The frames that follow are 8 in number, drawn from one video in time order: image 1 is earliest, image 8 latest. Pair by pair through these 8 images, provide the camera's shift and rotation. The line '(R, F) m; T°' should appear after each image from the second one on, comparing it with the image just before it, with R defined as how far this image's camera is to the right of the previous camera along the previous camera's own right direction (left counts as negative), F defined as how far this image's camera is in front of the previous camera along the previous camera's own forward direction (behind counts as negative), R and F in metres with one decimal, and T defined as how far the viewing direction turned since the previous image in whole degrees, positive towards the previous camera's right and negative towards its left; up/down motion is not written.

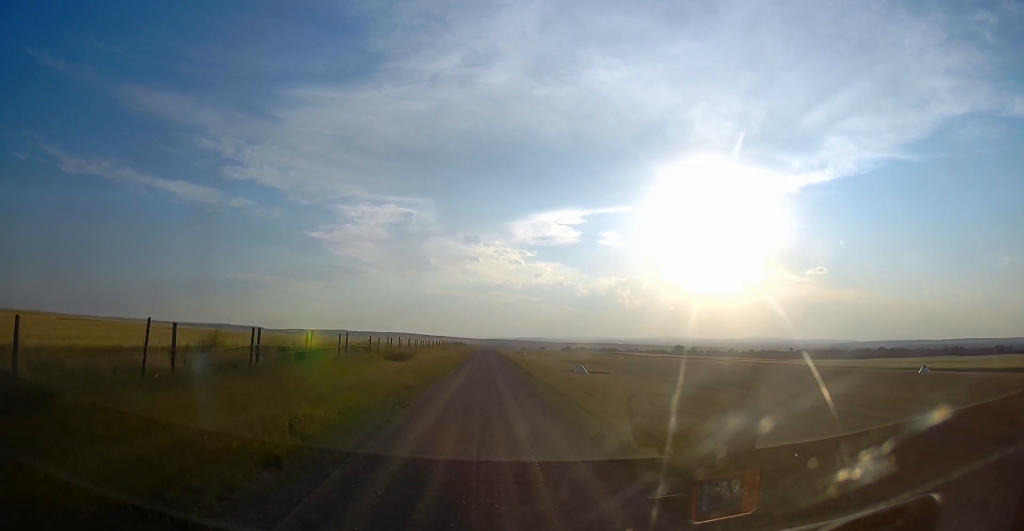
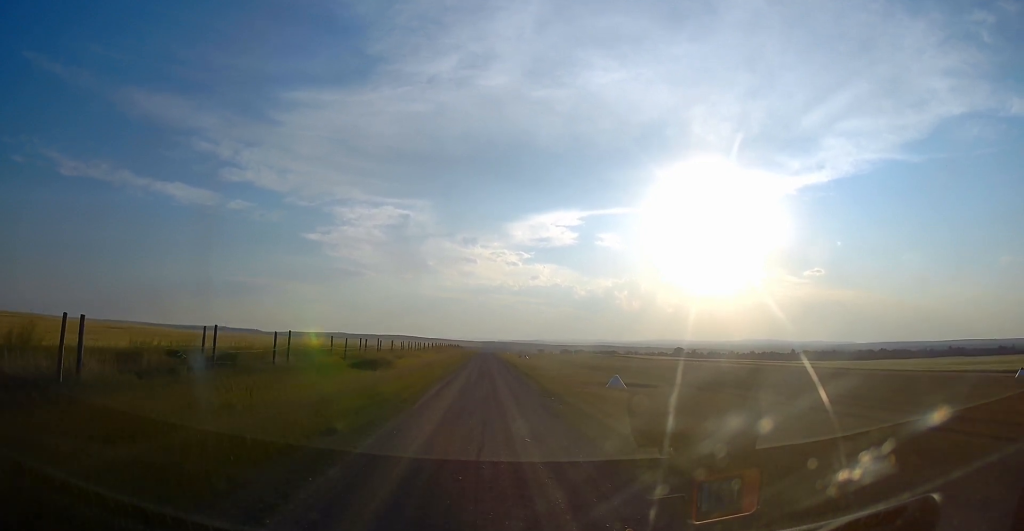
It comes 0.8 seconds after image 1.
(0.0, +10.3) m; 0°
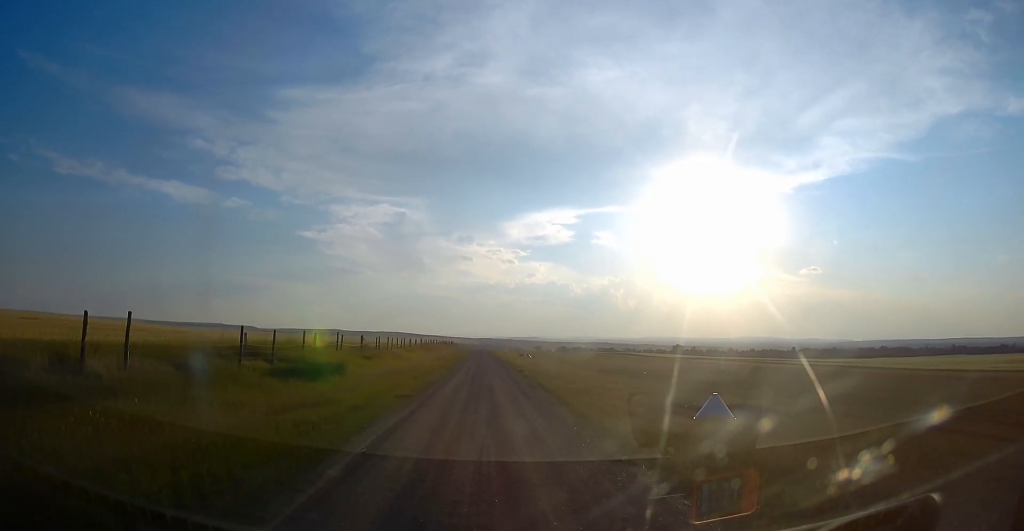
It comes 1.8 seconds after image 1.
(0.0, +12.0) m; 0°
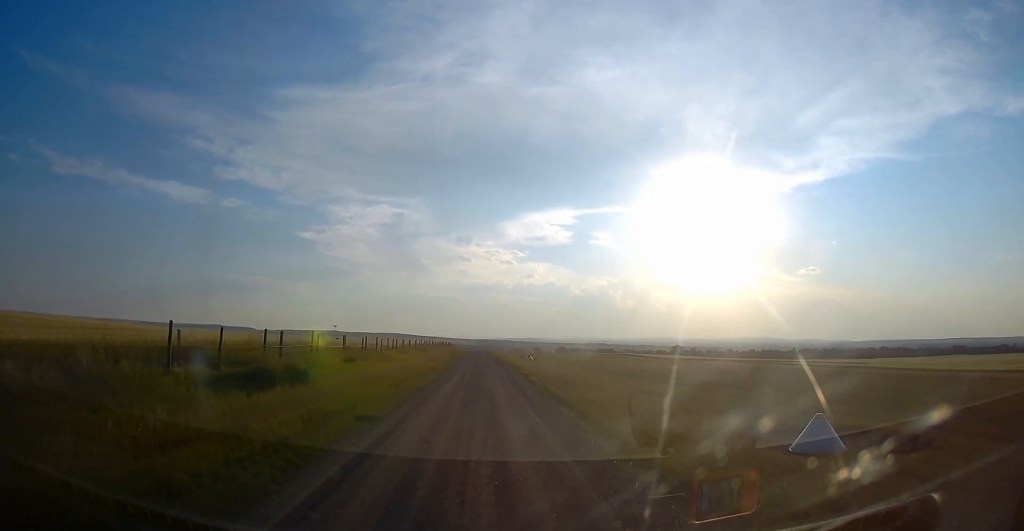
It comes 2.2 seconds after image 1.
(0.0, +4.9) m; 0°
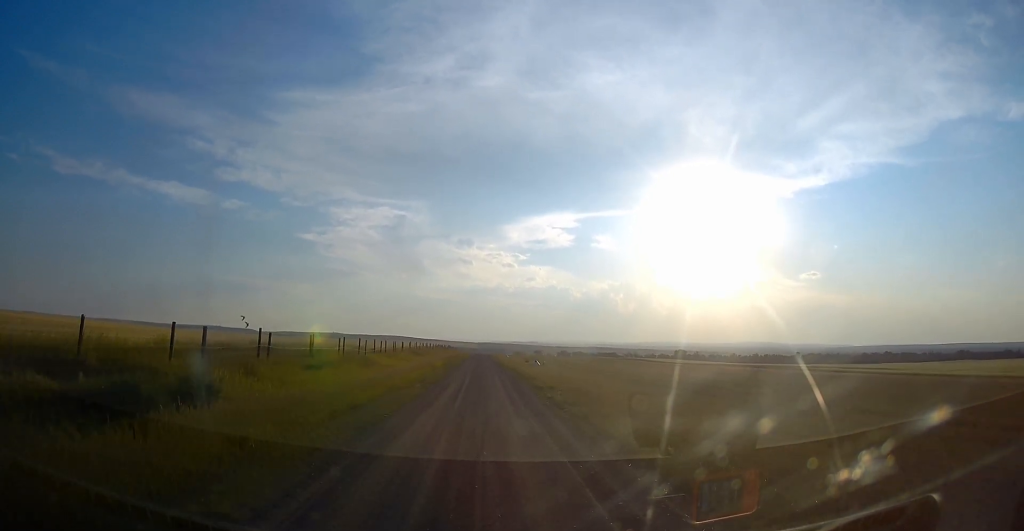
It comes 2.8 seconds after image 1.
(0.0, +7.4) m; 0°
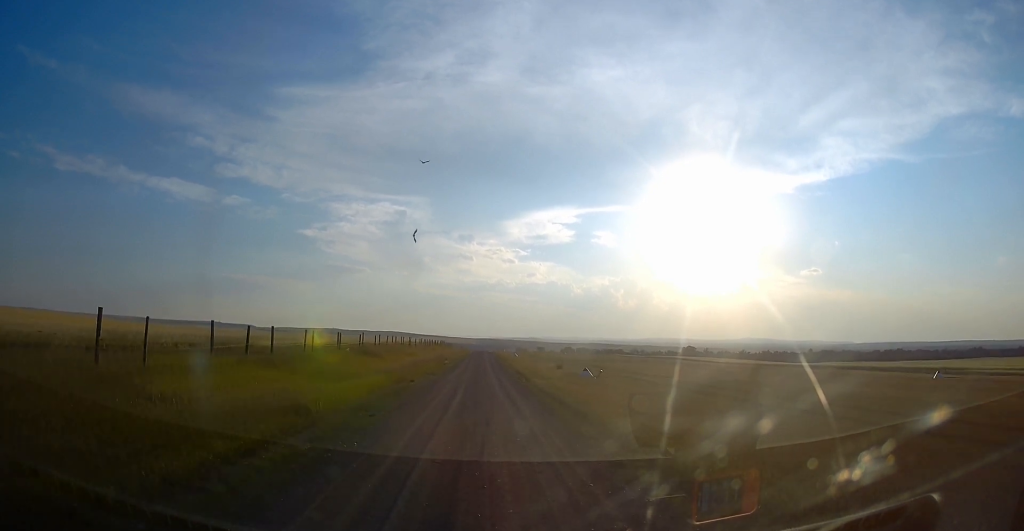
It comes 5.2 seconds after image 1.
(0.0, +29.7) m; 0°
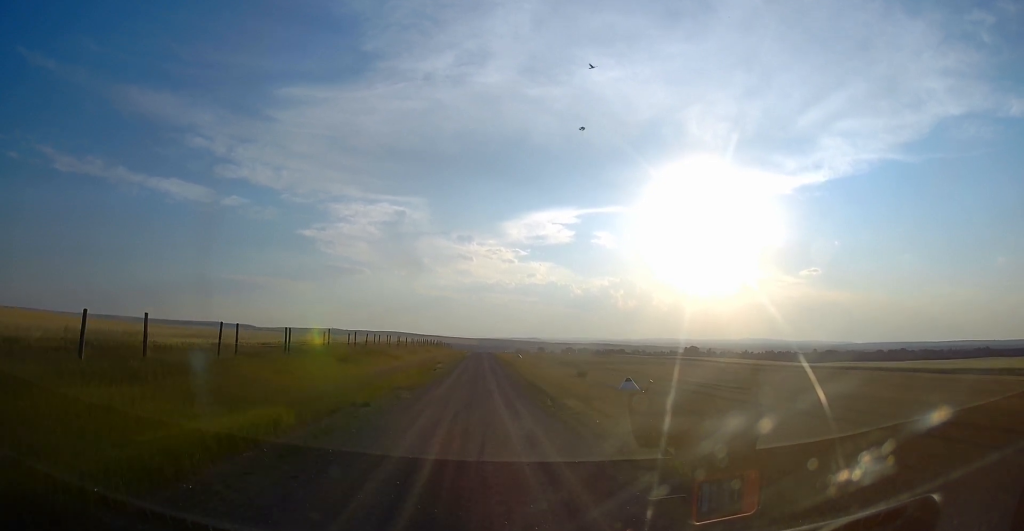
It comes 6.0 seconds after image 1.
(0.0, +9.9) m; +1°
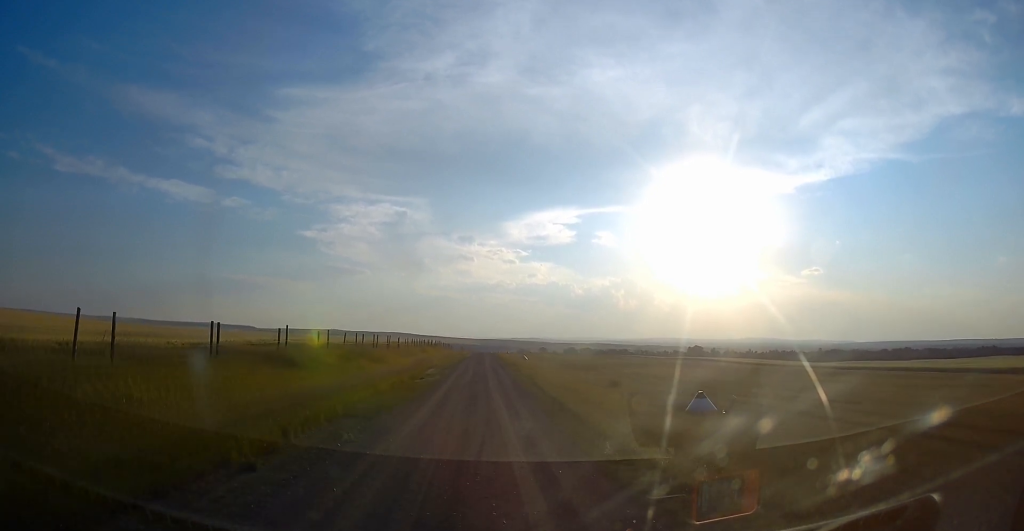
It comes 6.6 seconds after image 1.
(0.0, +7.8) m; +1°
